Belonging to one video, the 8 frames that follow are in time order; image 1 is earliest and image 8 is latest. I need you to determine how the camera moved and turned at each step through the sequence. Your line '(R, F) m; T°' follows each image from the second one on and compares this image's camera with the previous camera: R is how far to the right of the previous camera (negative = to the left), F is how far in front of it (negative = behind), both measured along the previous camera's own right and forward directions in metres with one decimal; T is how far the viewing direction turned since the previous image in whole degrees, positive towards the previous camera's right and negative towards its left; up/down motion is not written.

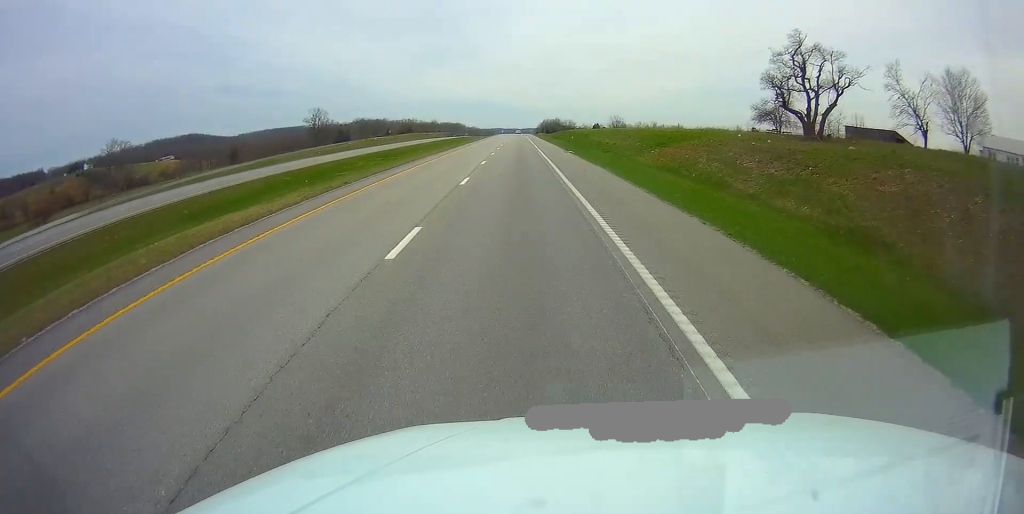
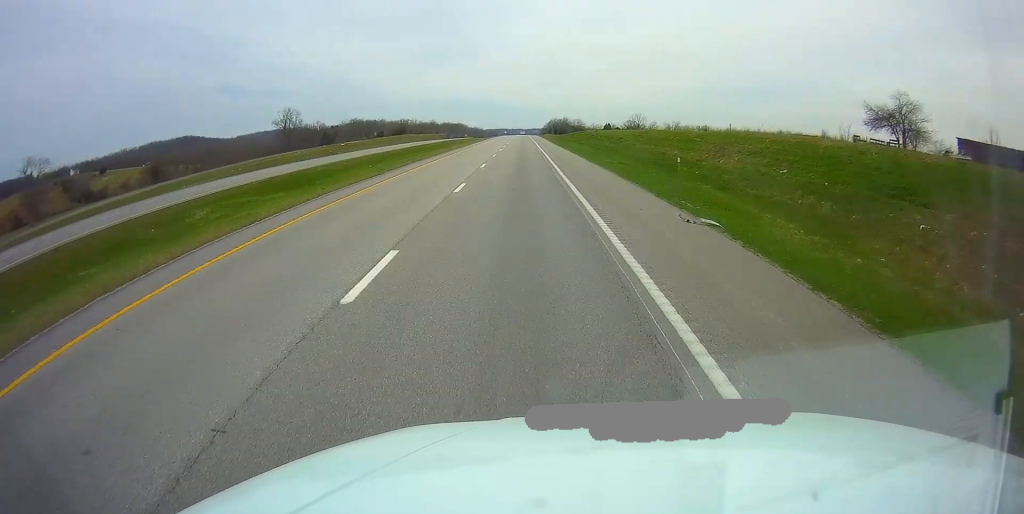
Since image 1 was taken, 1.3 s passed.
(-0.2, +39.0) m; 0°
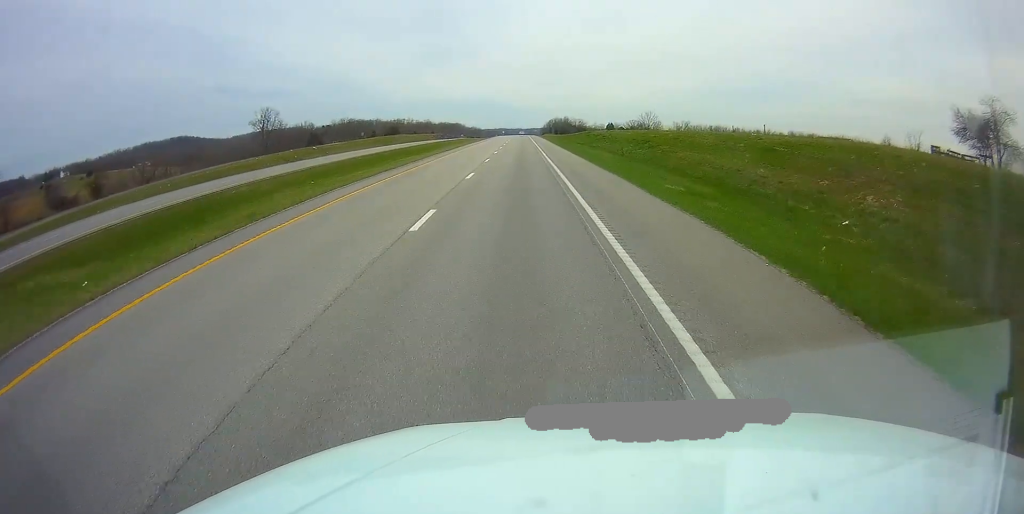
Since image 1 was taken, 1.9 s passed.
(+0.1, +19.4) m; 0°
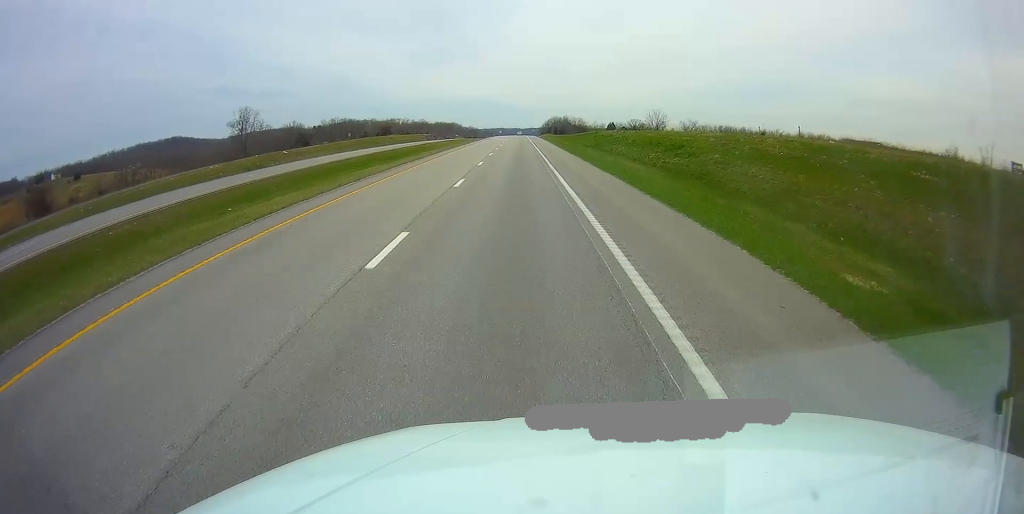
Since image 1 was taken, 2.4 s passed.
(+0.1, +15.3) m; 0°
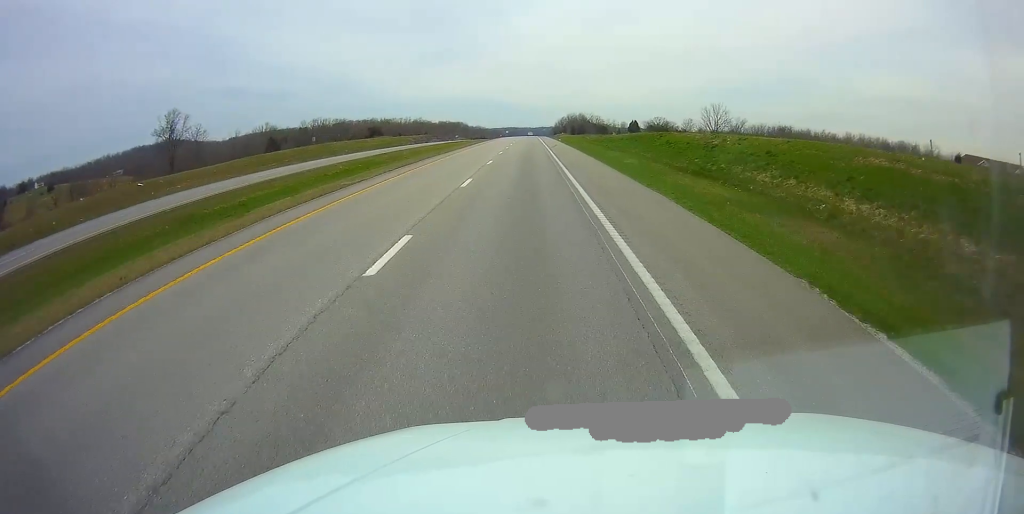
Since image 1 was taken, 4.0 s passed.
(-0.2, +49.4) m; 0°
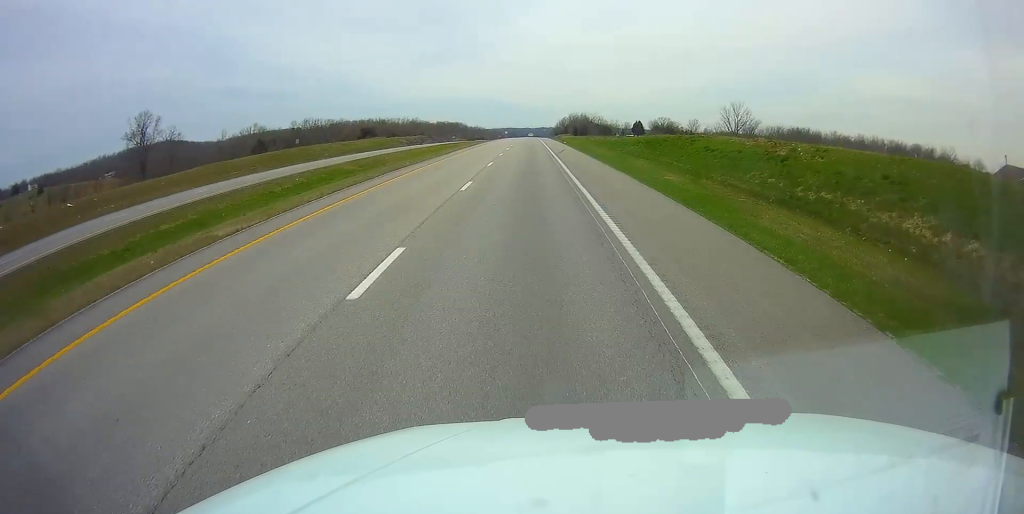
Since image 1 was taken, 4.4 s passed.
(+0.1, +13.5) m; 0°
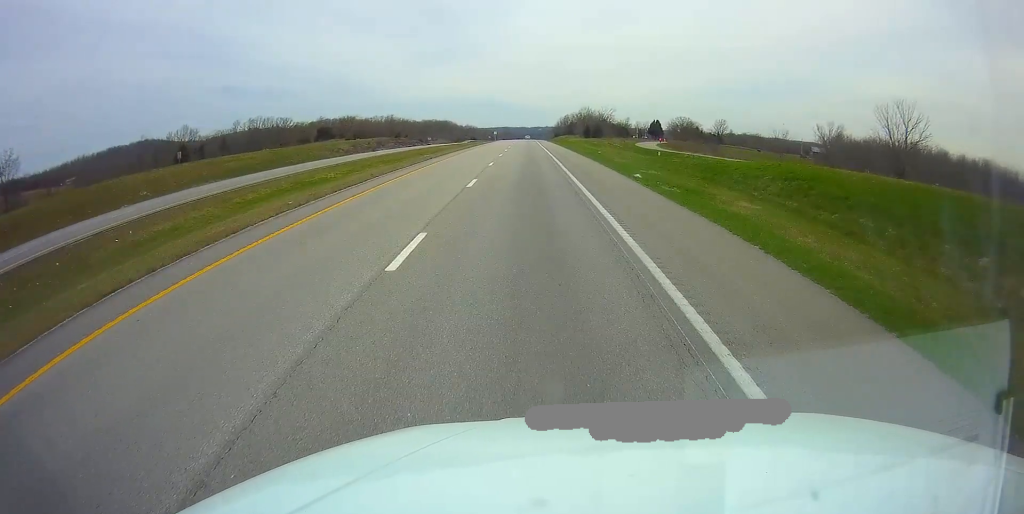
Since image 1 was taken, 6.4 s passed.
(0.0, +59.7) m; 0°
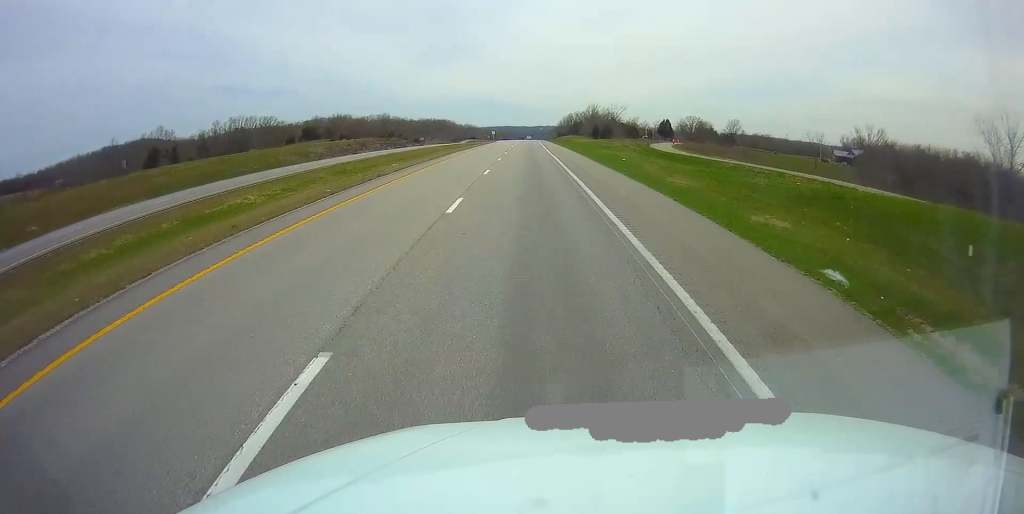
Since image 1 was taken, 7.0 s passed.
(0.0, +18.5) m; 0°
